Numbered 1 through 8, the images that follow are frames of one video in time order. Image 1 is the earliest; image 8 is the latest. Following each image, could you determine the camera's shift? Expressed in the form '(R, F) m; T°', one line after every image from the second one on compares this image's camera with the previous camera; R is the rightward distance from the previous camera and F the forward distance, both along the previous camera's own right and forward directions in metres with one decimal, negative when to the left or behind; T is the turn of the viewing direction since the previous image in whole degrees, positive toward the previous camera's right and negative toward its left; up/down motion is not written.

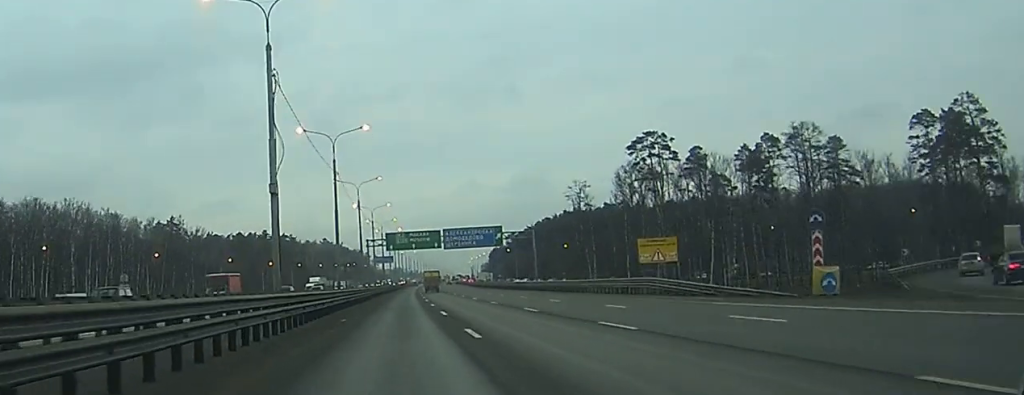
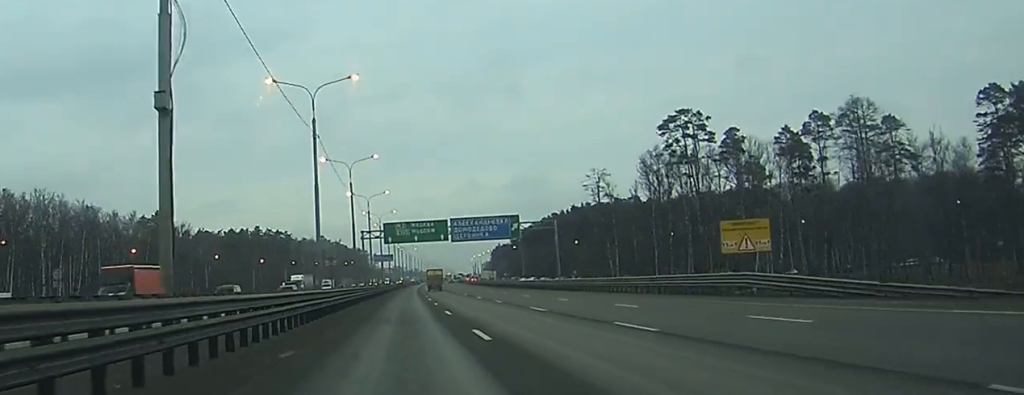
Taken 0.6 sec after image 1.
(0.0, +17.4) m; 0°
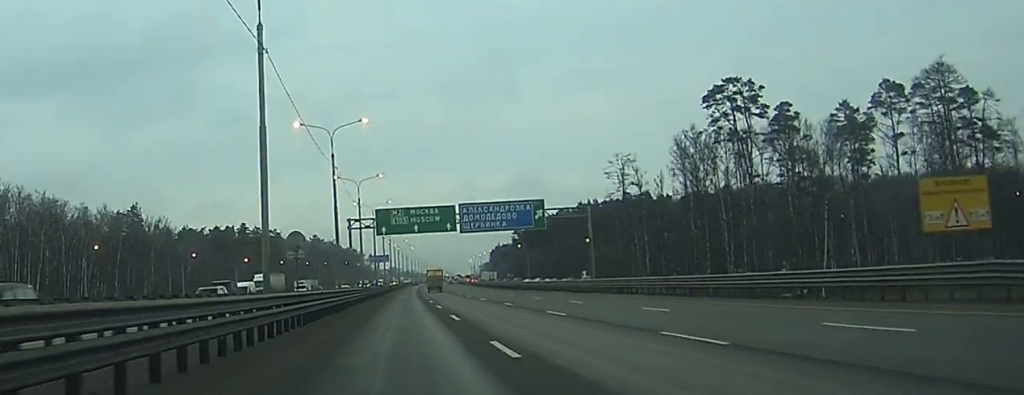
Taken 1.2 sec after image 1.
(+0.1, +20.5) m; 0°
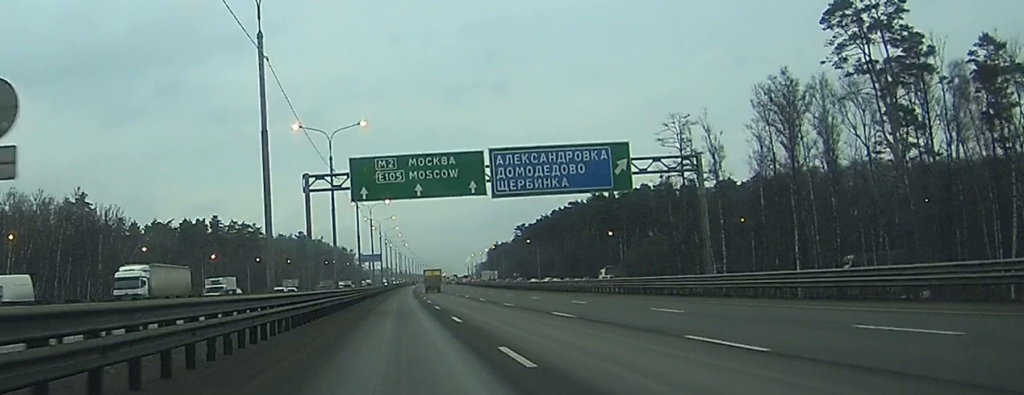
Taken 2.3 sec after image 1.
(+0.1, +33.9) m; 0°
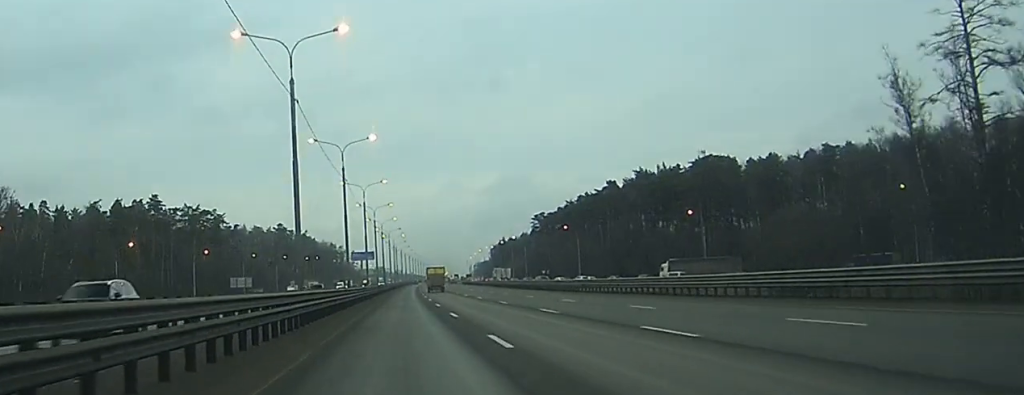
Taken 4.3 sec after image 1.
(+0.1, +60.8) m; 0°
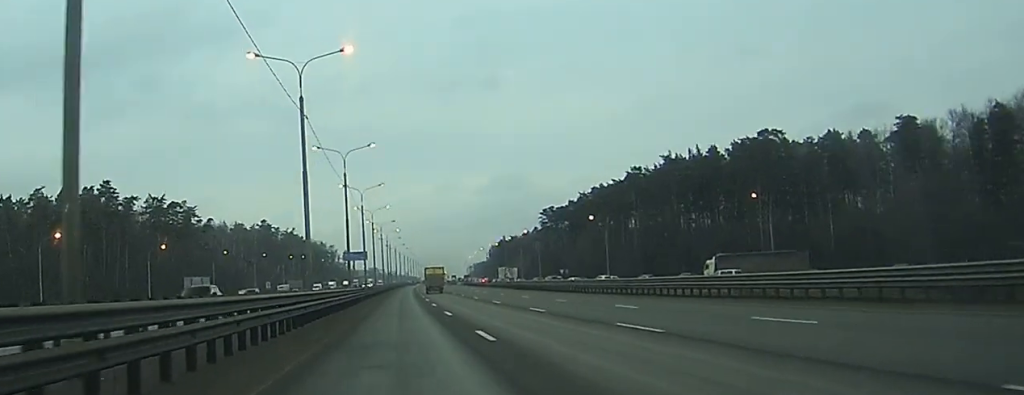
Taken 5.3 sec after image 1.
(0.0, +29.8) m; 0°
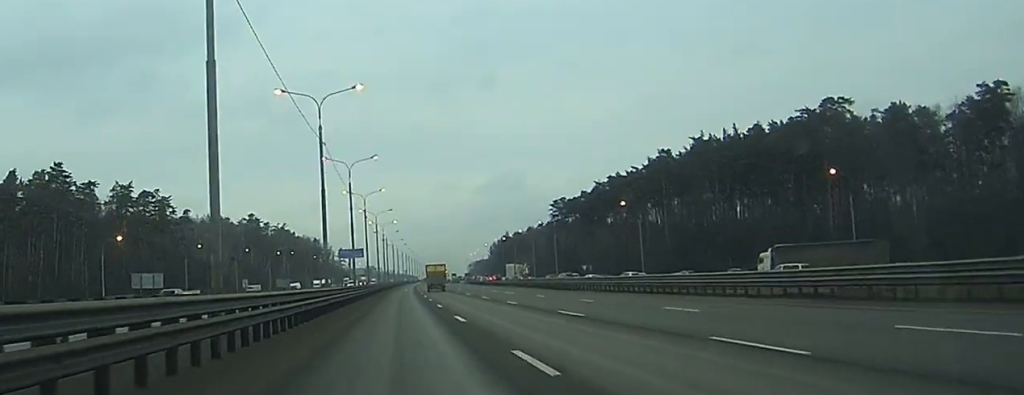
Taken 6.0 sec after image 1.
(0.0, +23.6) m; 0°
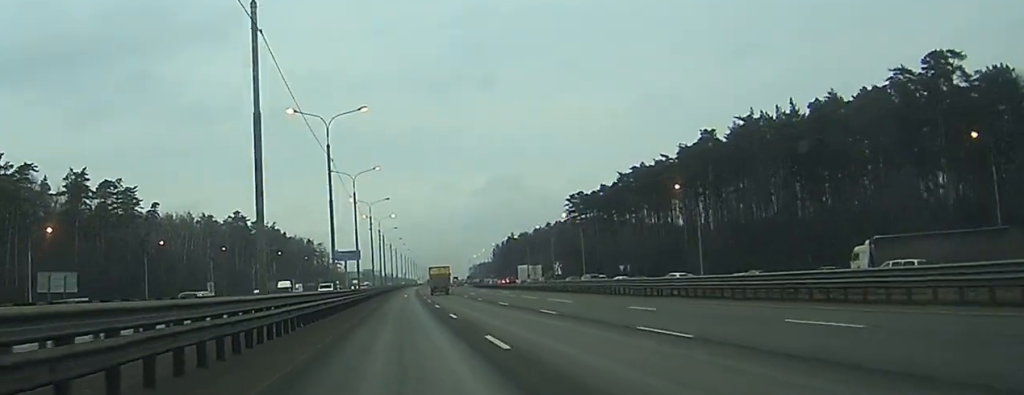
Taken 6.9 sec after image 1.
(0.0, +26.5) m; 0°
